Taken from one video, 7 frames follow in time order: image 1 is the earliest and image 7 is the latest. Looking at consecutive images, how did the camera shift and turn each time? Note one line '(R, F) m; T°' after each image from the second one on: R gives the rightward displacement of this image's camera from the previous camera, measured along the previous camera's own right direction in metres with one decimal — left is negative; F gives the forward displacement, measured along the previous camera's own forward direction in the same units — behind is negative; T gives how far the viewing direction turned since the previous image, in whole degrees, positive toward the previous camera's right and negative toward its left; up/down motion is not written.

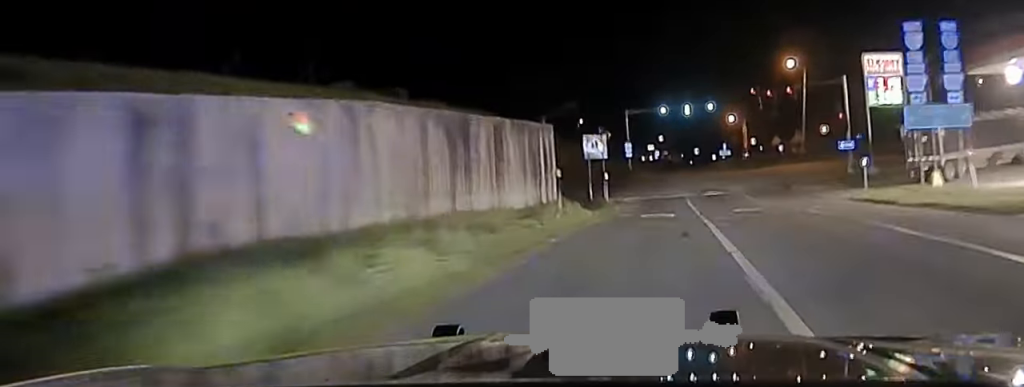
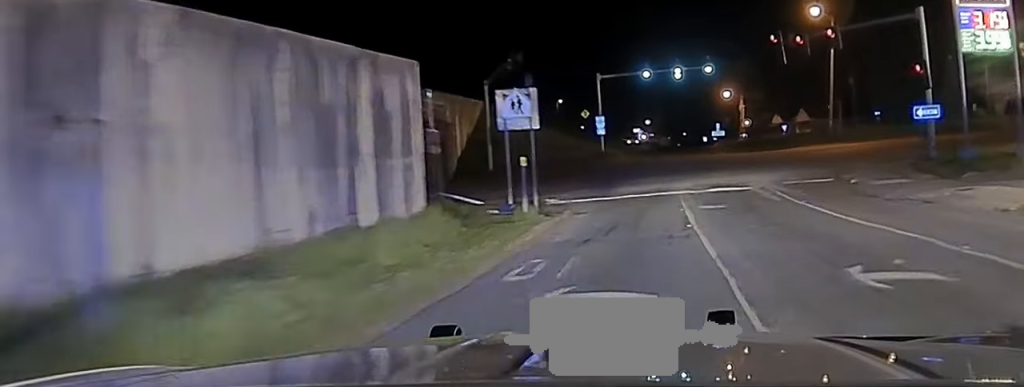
(-0.1, +25.6) m; 0°
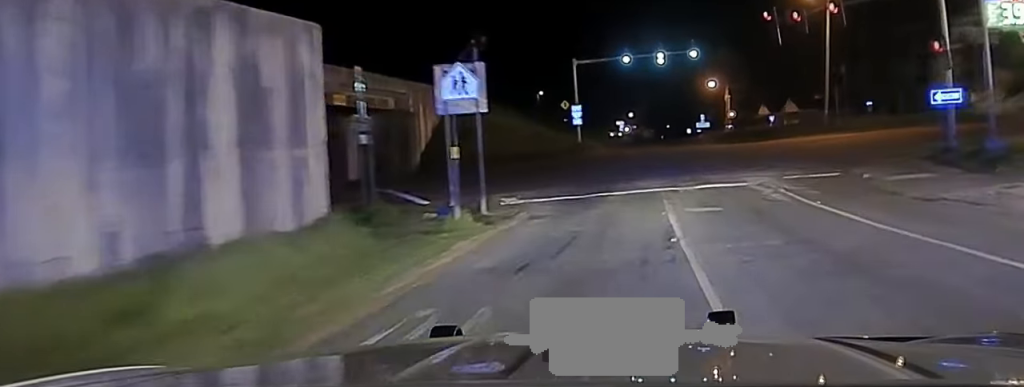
(+0.1, +6.3) m; +1°
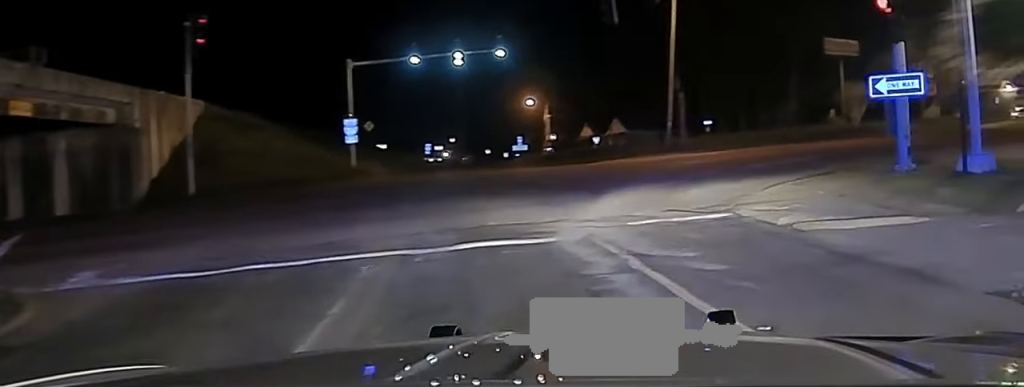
(+1.2, +17.5) m; +15°
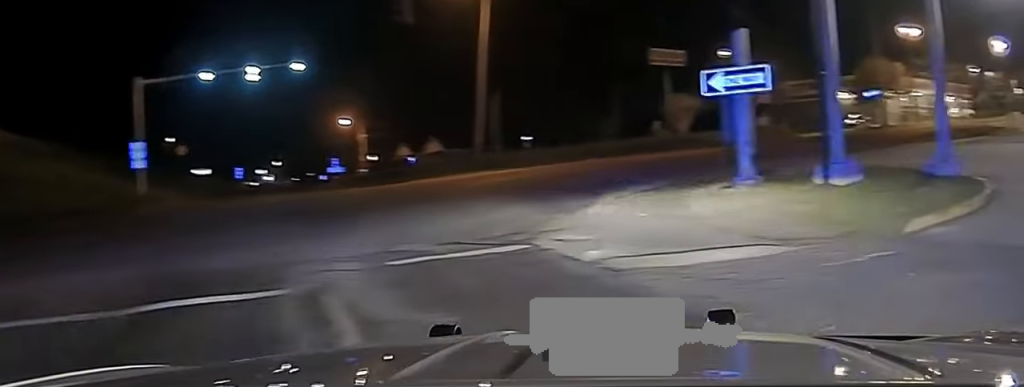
(+0.5, +4.9) m; +11°
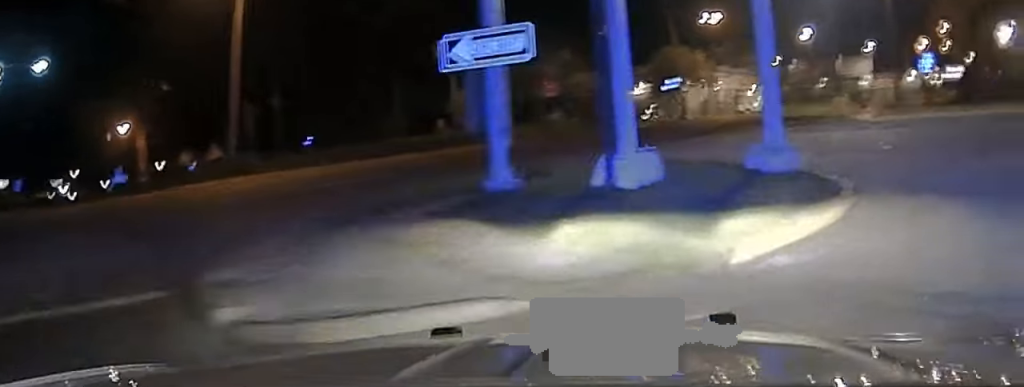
(+0.4, +4.3) m; +10°
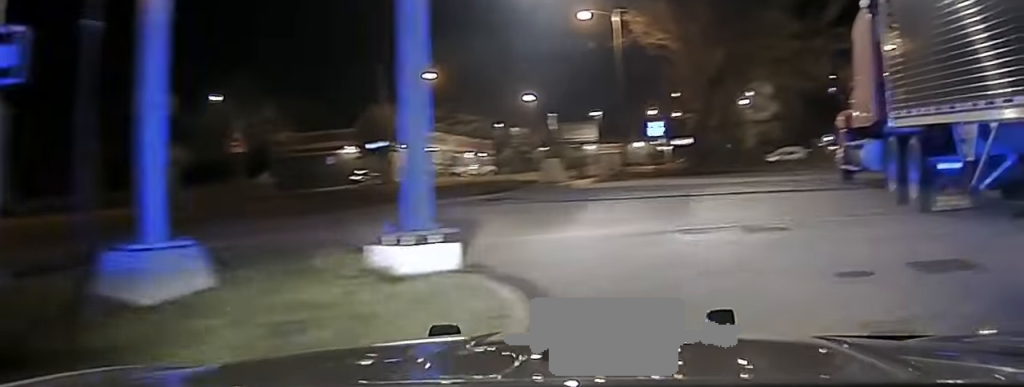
(+0.4, +4.4) m; +15°
